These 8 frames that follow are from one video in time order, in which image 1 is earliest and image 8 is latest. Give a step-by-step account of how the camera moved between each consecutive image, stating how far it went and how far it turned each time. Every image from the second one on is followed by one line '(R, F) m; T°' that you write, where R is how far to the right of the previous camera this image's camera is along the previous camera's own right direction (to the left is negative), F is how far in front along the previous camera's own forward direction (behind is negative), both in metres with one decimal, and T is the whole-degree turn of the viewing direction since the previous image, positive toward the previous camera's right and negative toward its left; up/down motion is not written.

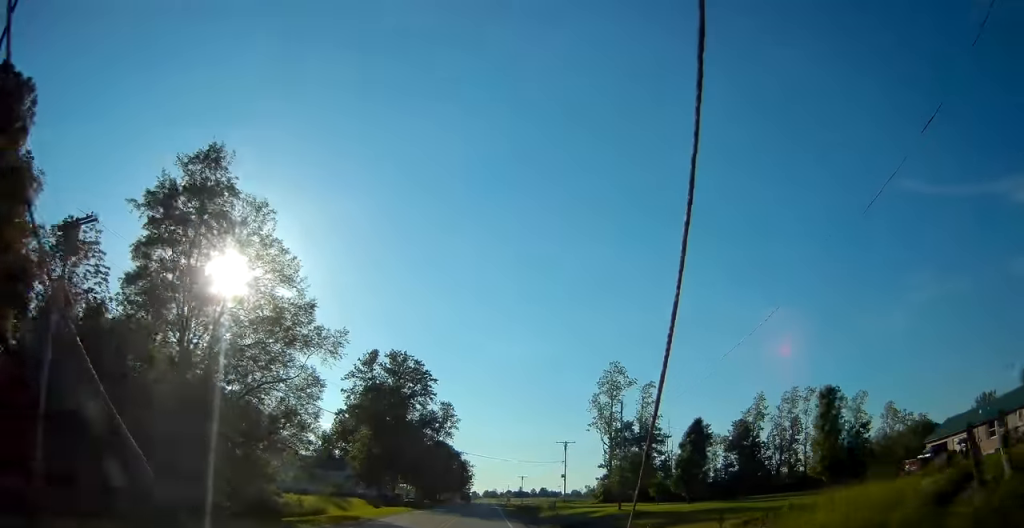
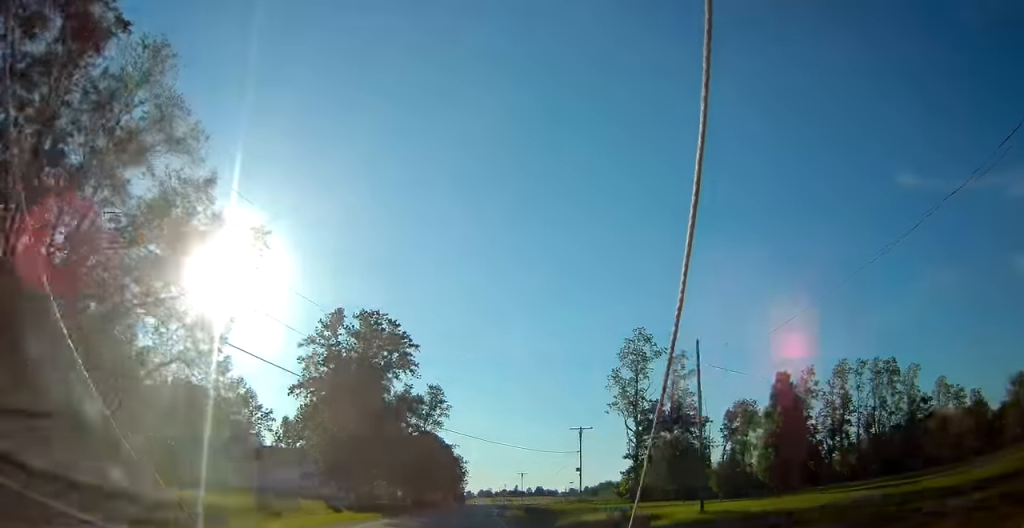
(+0.4, +18.1) m; +2°
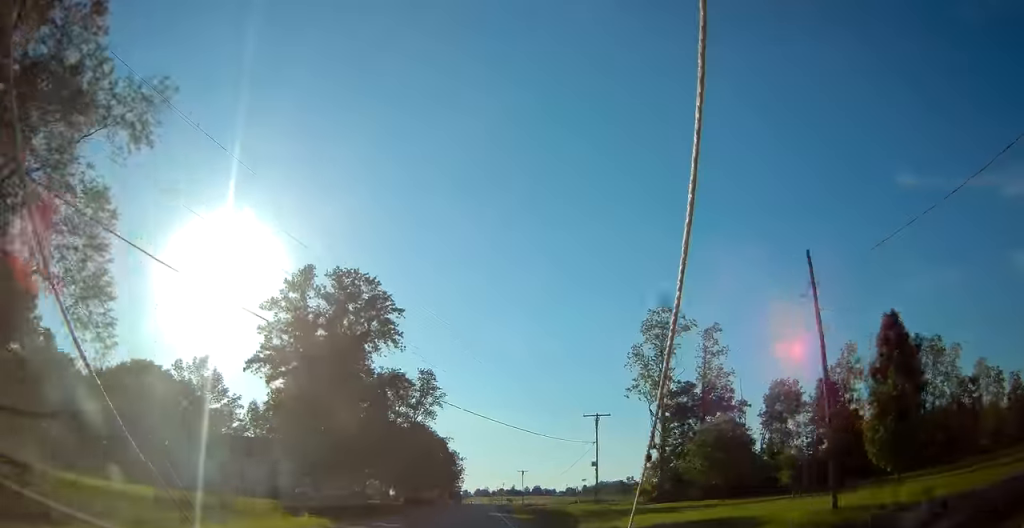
(+0.1, +11.9) m; +1°
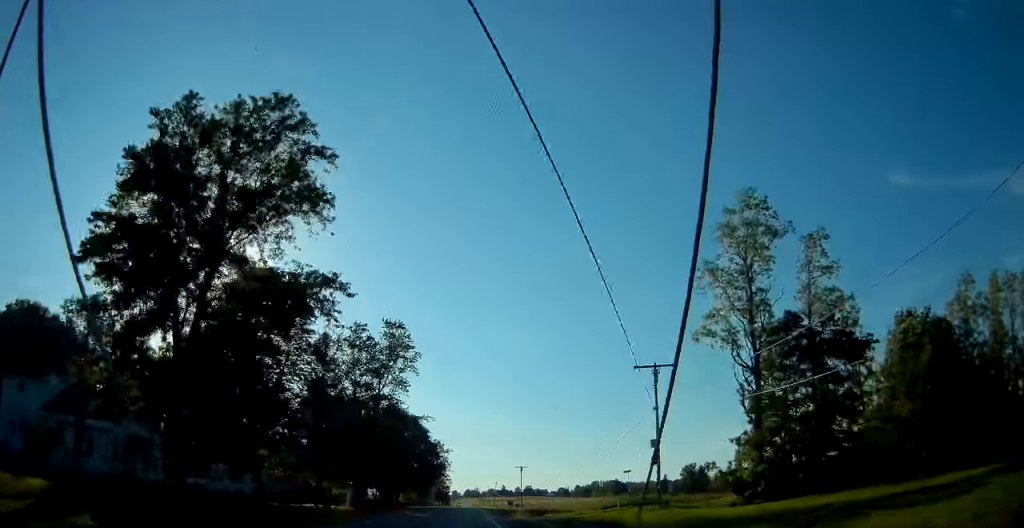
(+0.3, +24.8) m; 0°
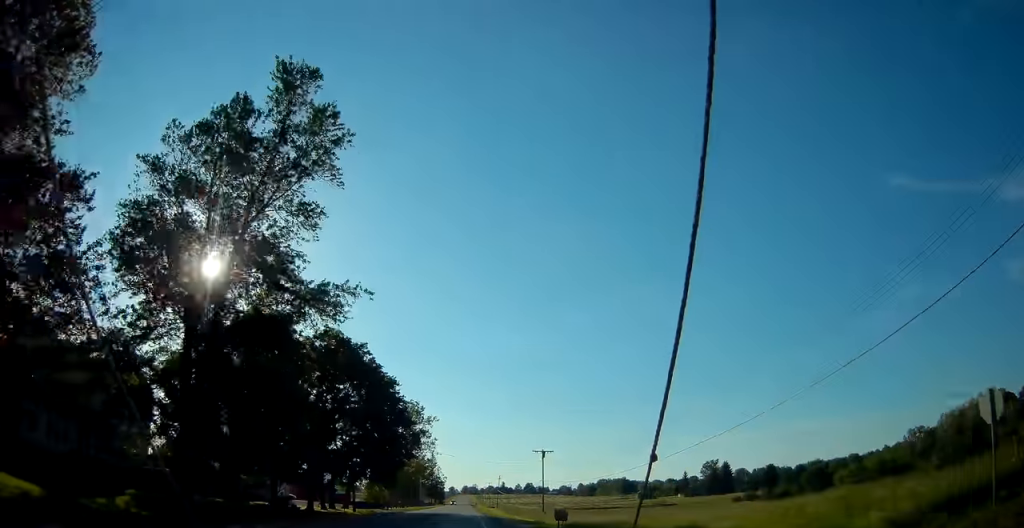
(0.0, +39.9) m; 0°
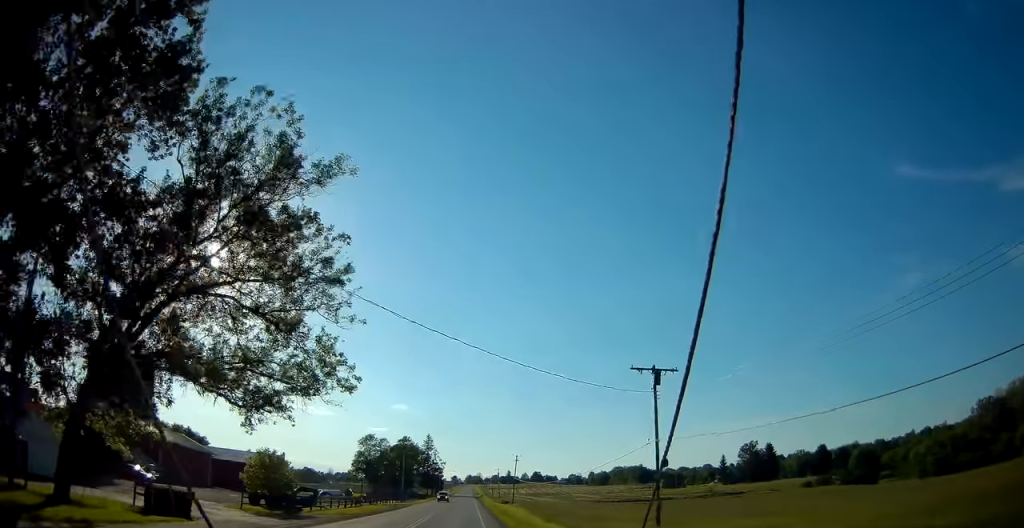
(-0.1, +48.4) m; +1°
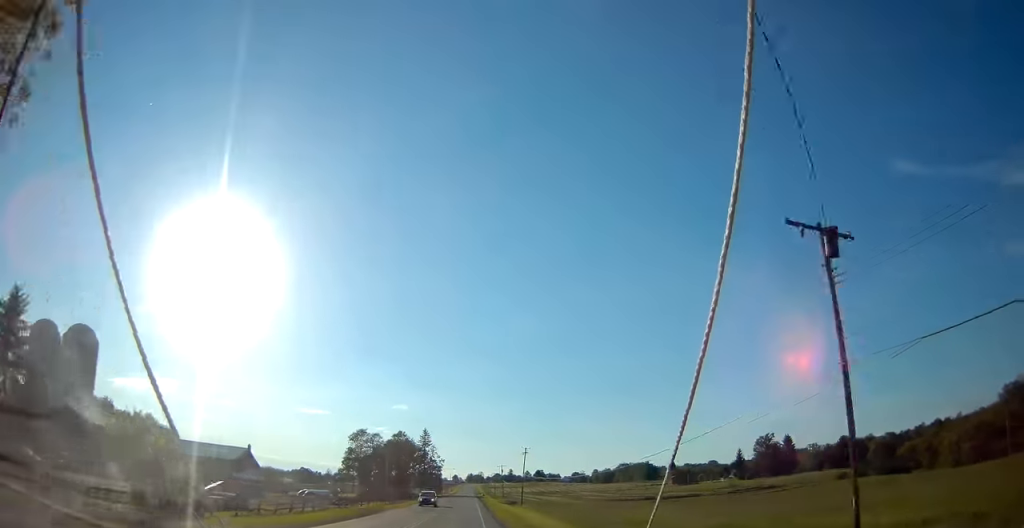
(+0.1, +17.8) m; 0°
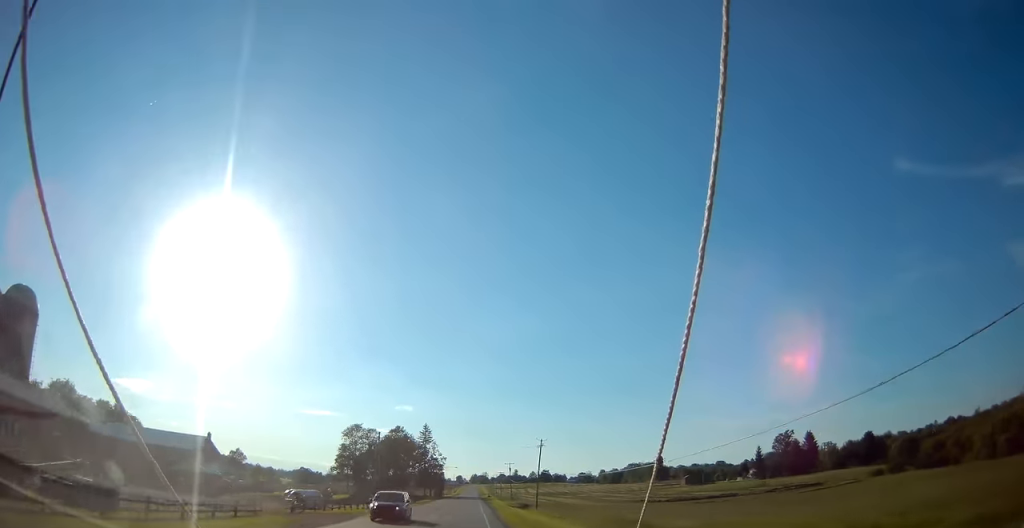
(0.0, +16.1) m; -1°
